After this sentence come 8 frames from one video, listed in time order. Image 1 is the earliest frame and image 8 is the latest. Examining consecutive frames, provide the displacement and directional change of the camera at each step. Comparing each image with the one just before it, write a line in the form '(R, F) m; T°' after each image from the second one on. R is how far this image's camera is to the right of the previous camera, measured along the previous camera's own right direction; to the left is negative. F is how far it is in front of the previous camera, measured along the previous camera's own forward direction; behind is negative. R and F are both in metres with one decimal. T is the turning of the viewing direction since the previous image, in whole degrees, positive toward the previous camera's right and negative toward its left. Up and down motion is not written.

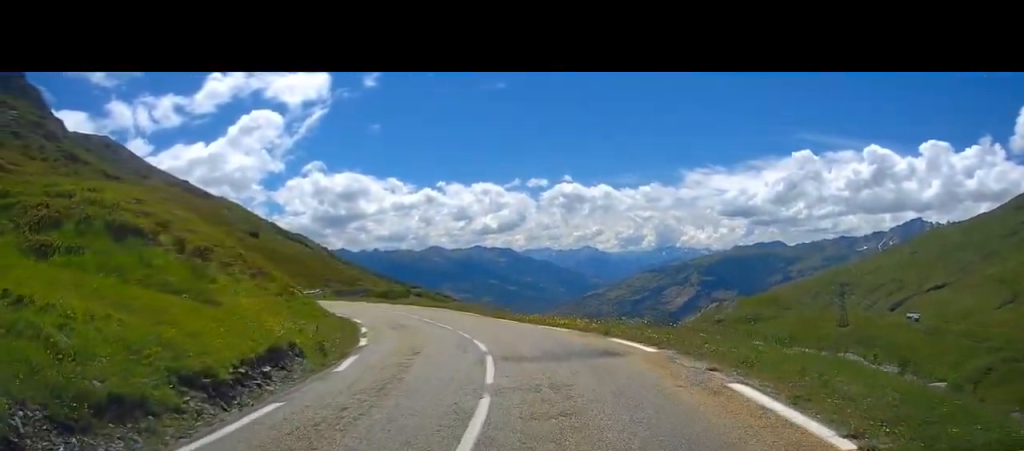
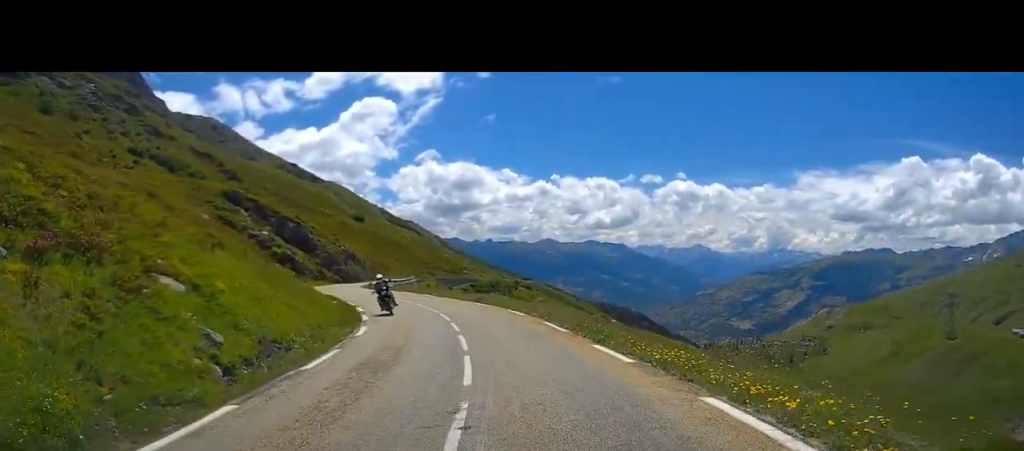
(-0.3, +14.8) m; -23°
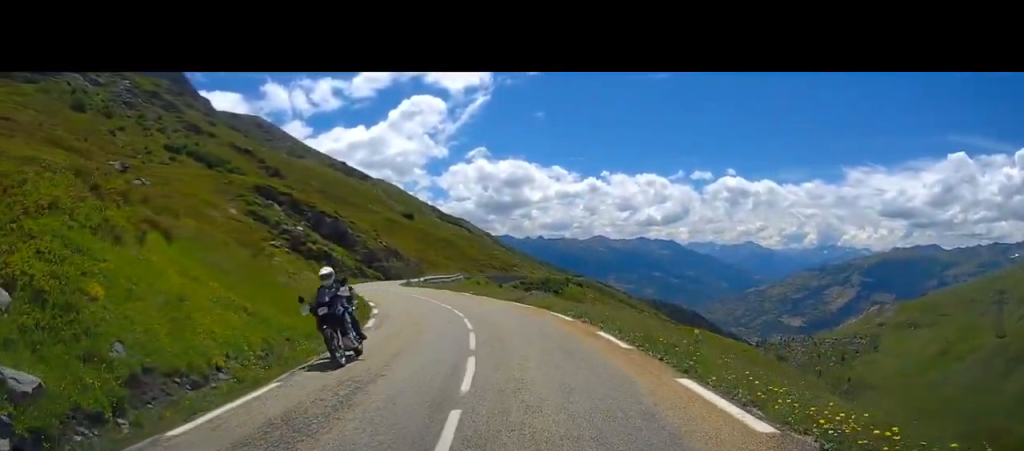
(-2.2, +4.9) m; -11°
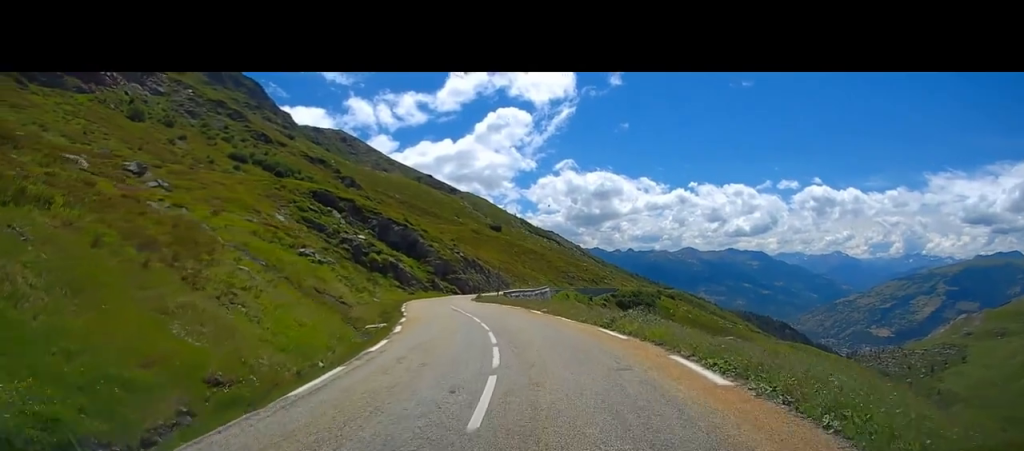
(-1.7, +9.9) m; -8°
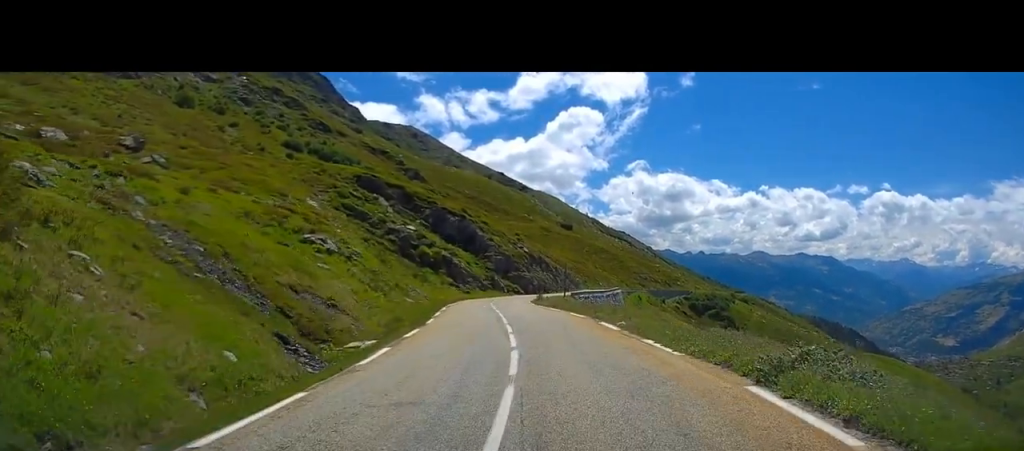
(+0.3, +9.5) m; 0°
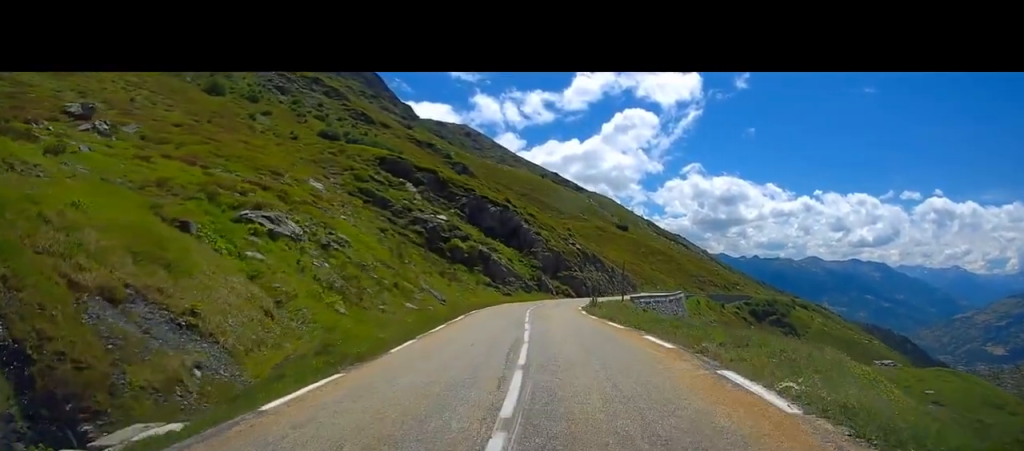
(-0.4, +11.1) m; -3°
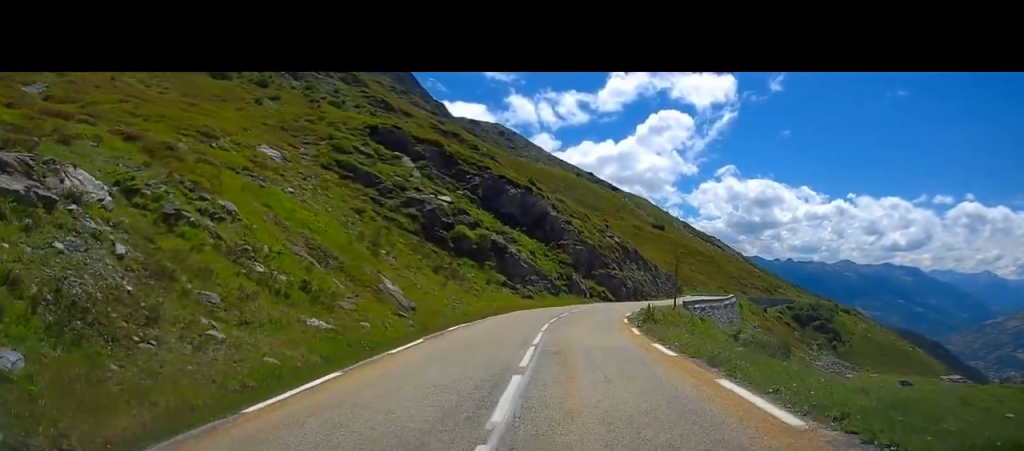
(-0.1, +12.9) m; 0°
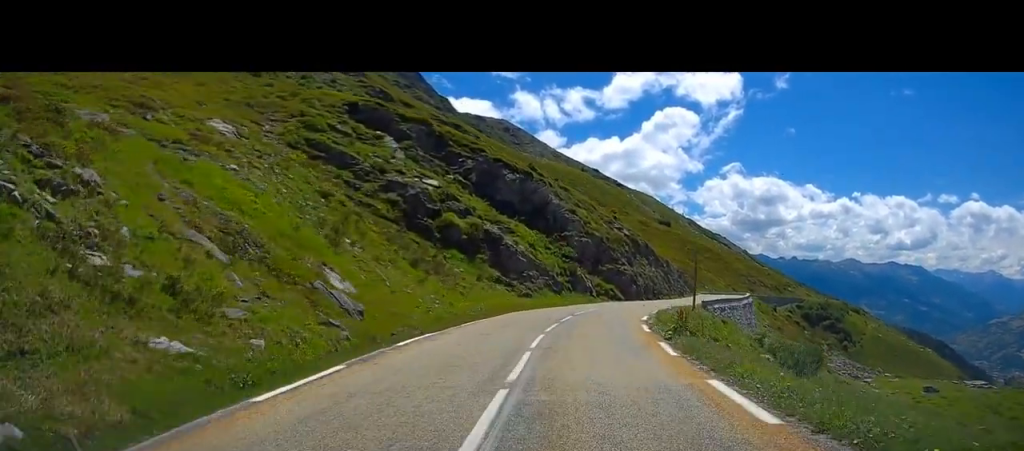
(+0.1, +5.9) m; +1°
